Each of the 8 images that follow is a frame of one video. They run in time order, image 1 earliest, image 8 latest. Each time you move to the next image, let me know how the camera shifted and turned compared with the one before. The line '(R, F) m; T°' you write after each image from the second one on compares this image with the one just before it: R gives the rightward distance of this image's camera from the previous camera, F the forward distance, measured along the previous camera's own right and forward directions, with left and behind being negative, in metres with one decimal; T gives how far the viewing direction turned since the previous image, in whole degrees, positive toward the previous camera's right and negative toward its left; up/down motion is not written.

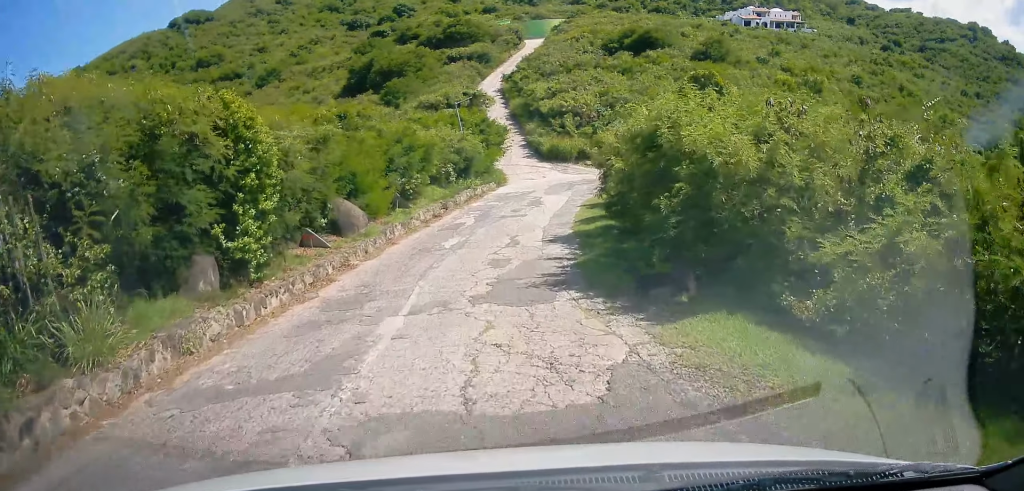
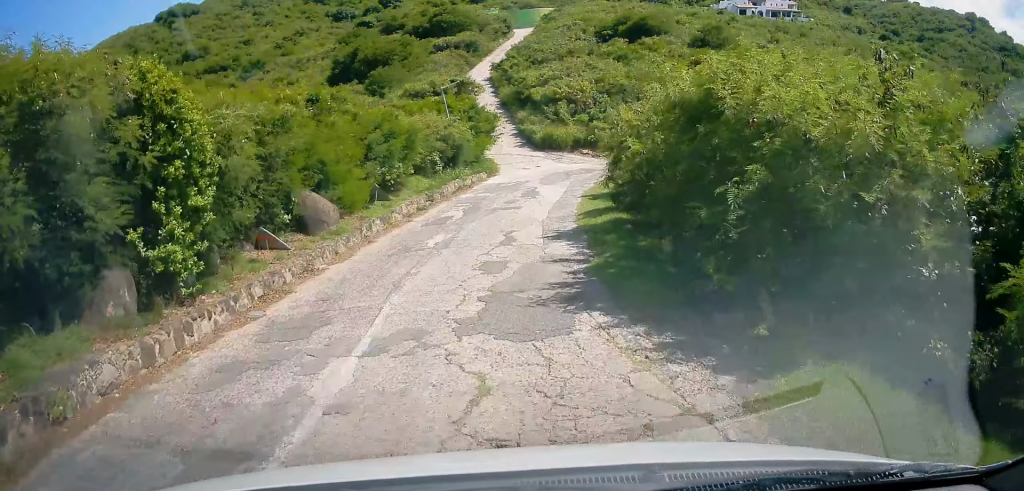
(+0.2, +2.6) m; 0°
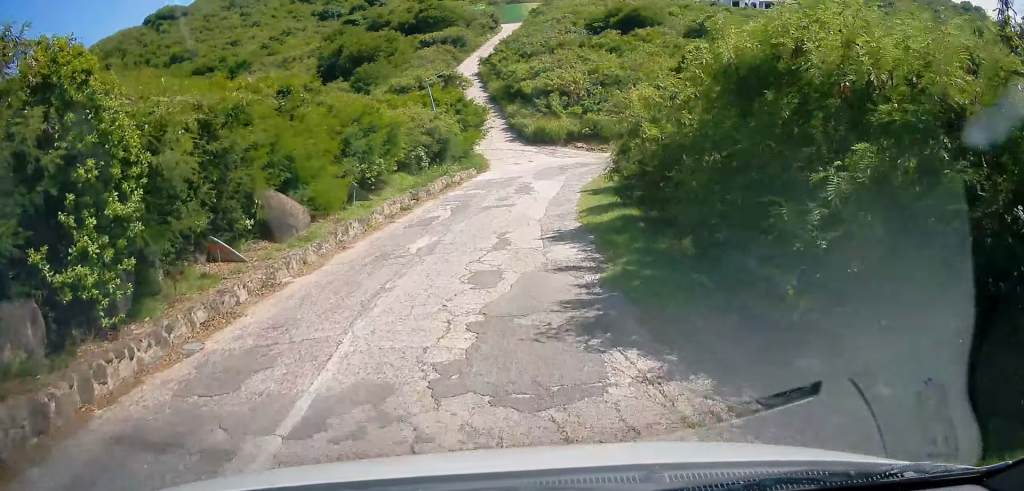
(-0.2, +2.1) m; 0°
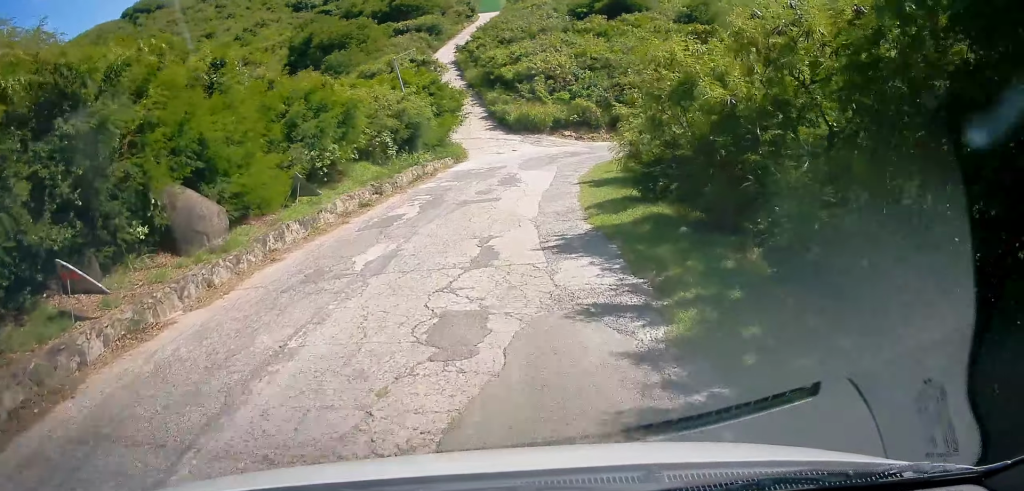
(-0.1, +3.9) m; +3°
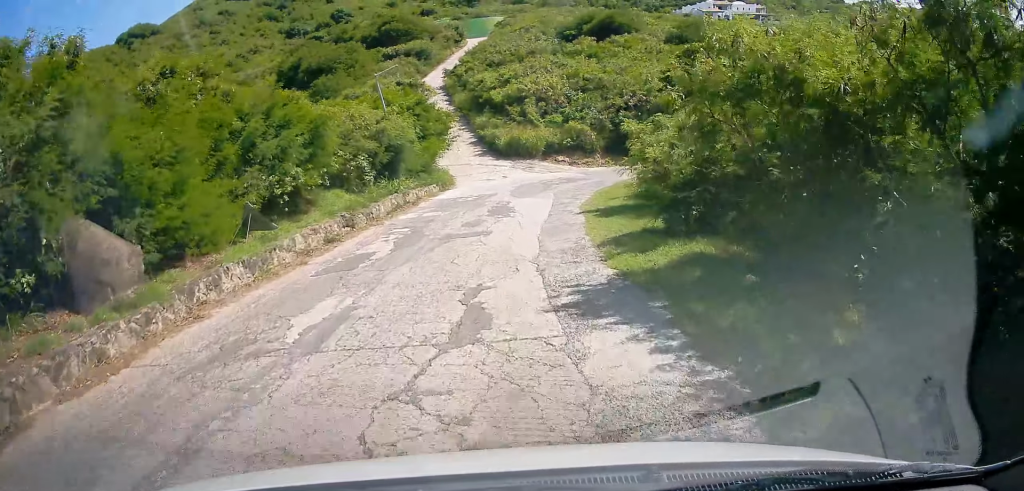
(+0.1, +2.8) m; +5°
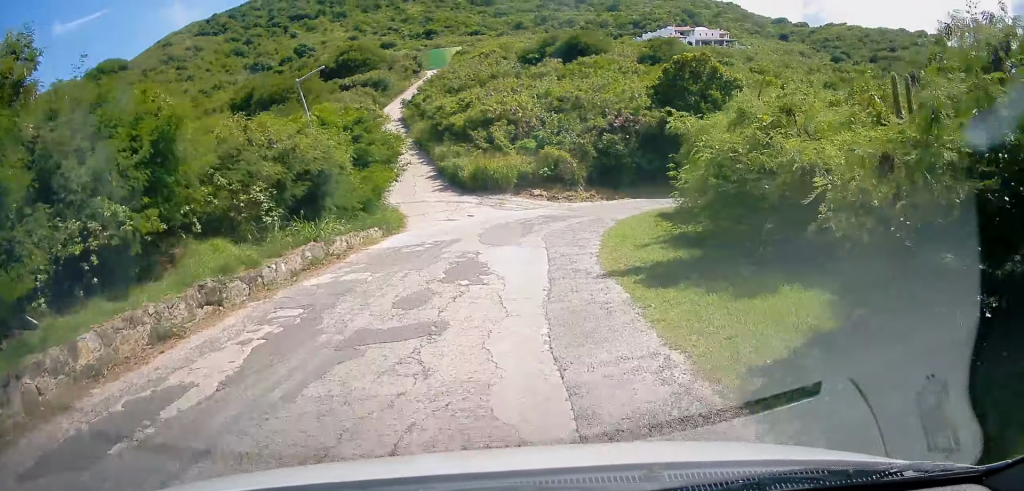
(+0.7, +6.9) m; +3°
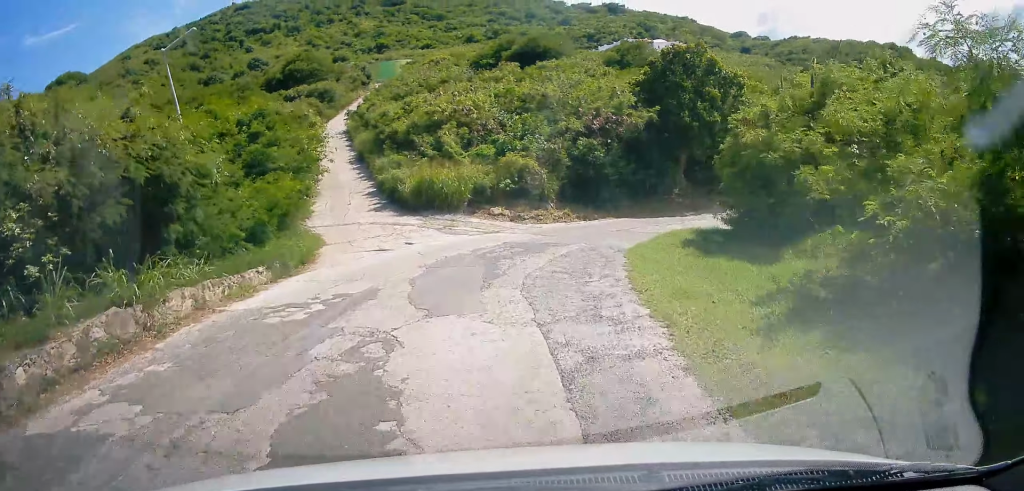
(-0.4, +6.5) m; +1°
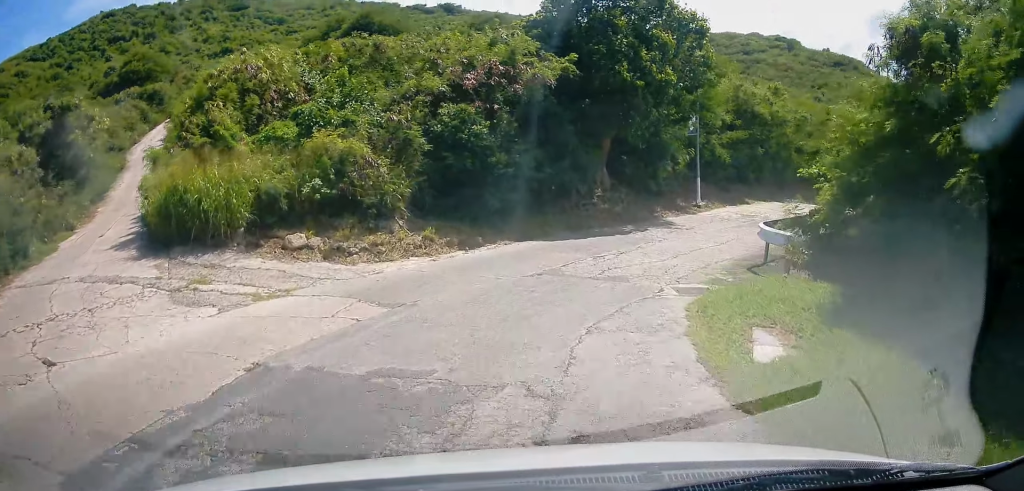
(+2.4, +11.8) m; +16°
